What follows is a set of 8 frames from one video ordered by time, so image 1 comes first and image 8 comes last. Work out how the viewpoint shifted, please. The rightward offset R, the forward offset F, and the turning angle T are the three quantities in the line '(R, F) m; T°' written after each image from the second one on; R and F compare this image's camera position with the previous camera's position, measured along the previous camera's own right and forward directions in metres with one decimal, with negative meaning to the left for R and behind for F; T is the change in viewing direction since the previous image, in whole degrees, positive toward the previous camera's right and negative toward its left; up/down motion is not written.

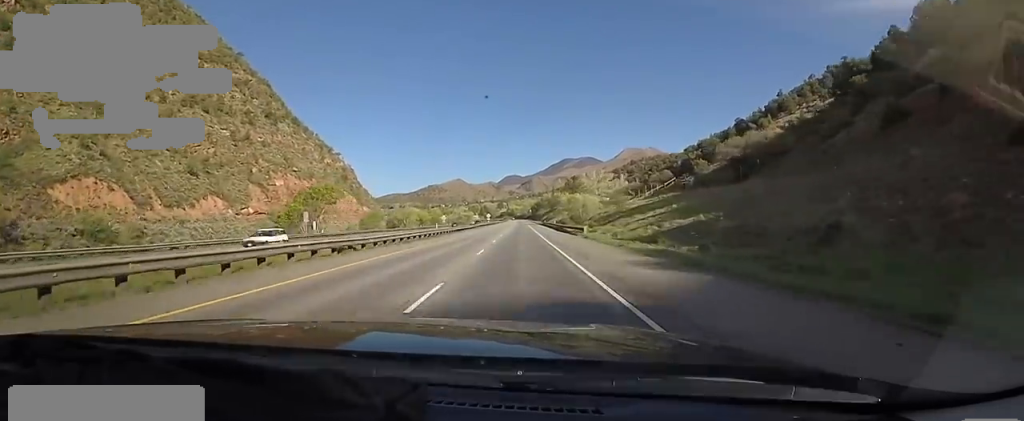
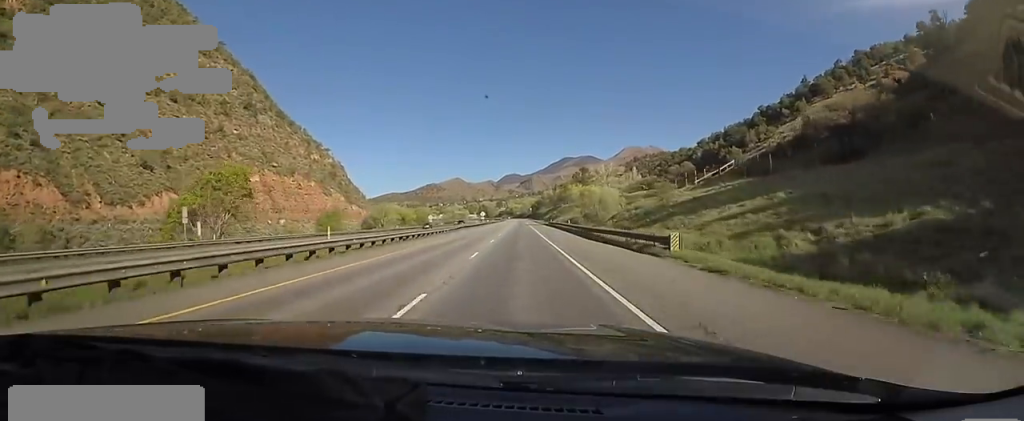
(-1.4, +25.1) m; -2°
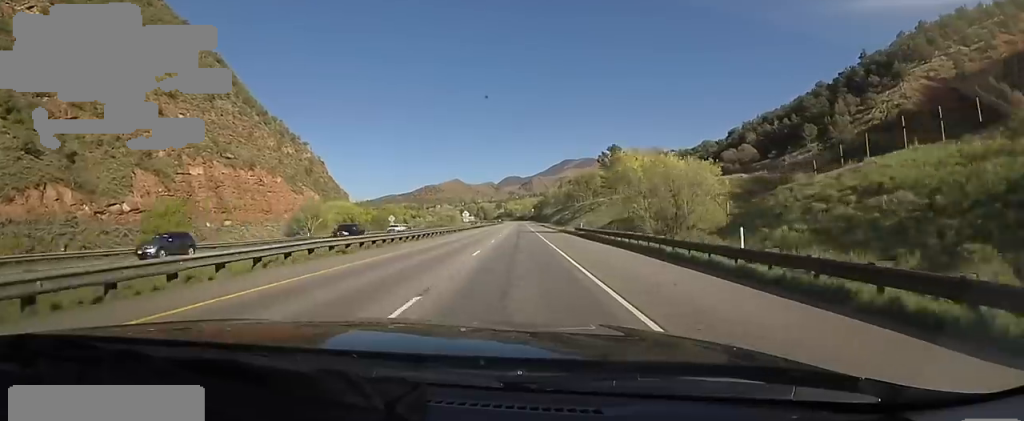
(+0.4, +45.7) m; +1°
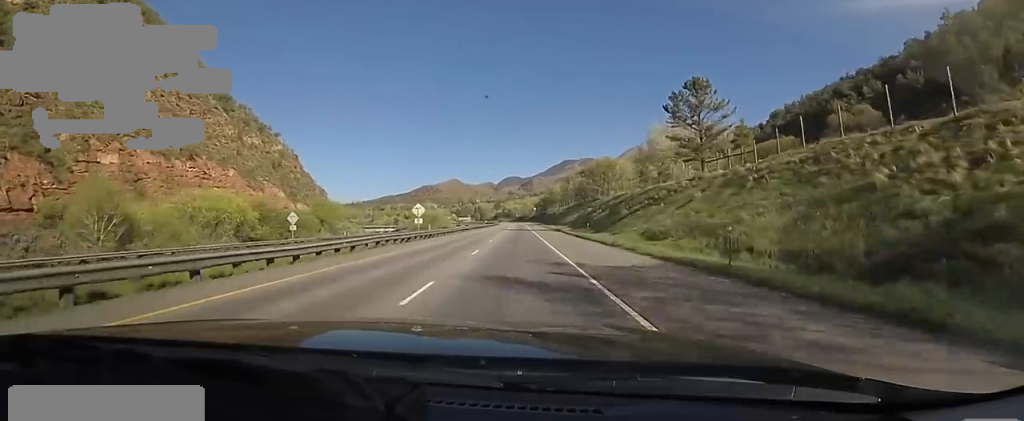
(+0.1, +46.7) m; +1°
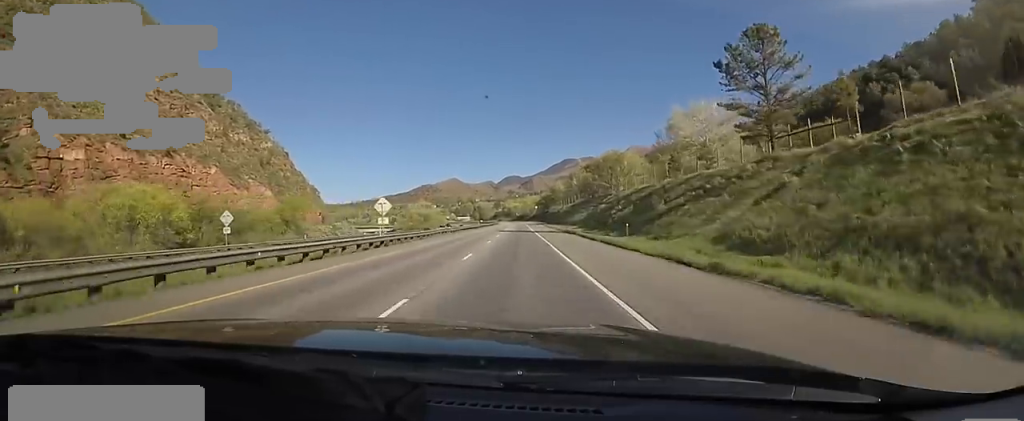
(+0.1, +14.7) m; 0°
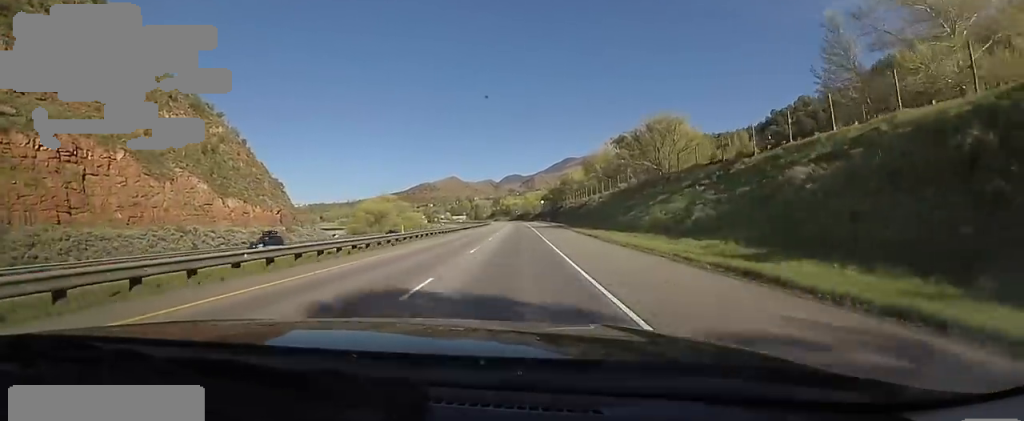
(-0.2, +56.4) m; -1°
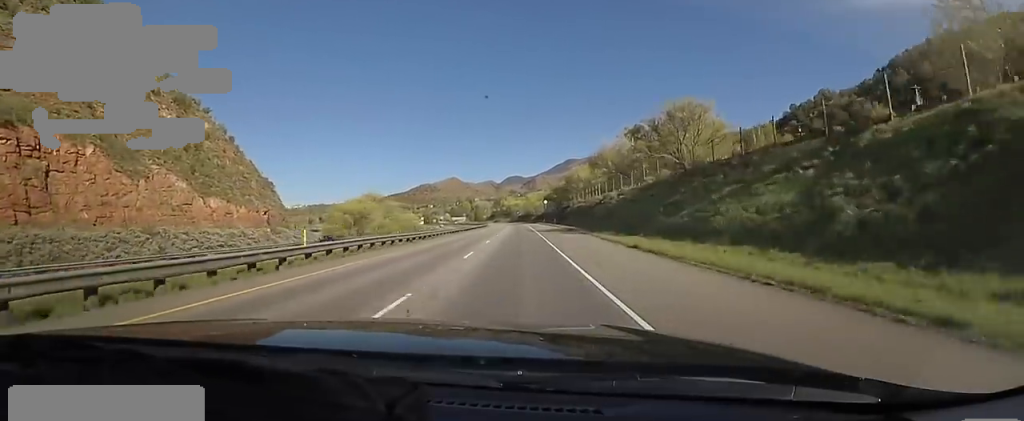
(0.0, +14.4) m; 0°
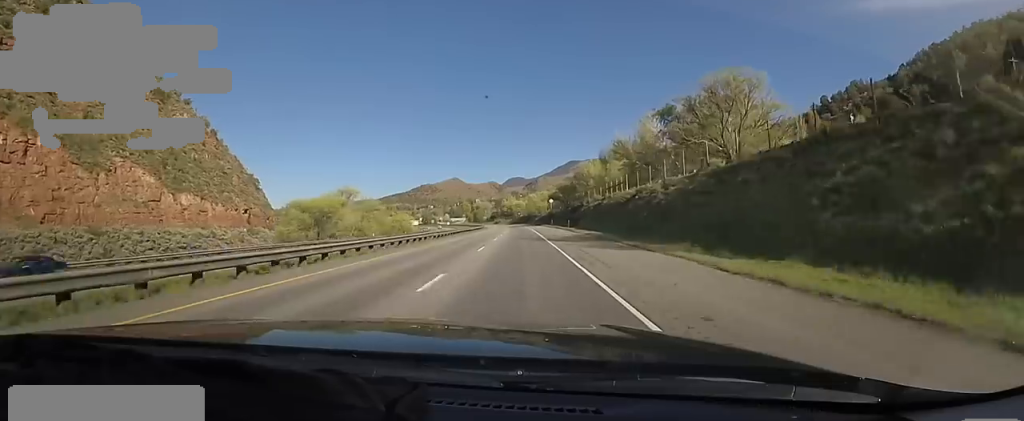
(0.0, +19.6) m; 0°
